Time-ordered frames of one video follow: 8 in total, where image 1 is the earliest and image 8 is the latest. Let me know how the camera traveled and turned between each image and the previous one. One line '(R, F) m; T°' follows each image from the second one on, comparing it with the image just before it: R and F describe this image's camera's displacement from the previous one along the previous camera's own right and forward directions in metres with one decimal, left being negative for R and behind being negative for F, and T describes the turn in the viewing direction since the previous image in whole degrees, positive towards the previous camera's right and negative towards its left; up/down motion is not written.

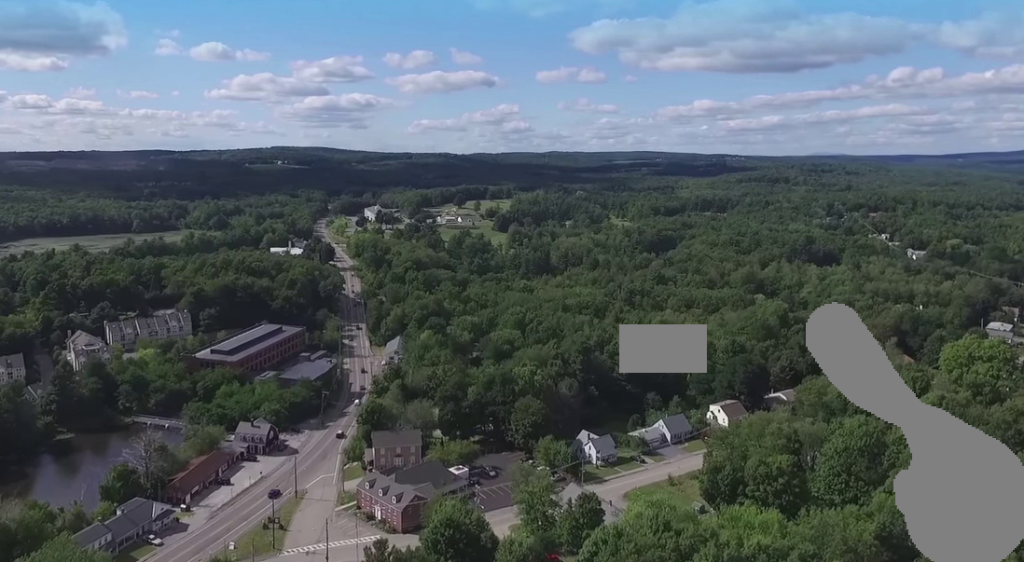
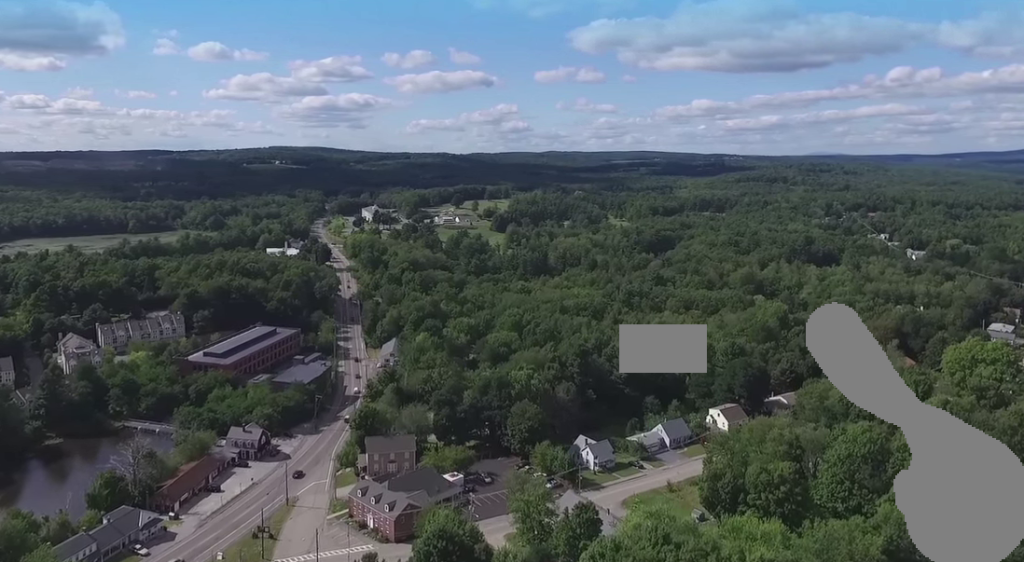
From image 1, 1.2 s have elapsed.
(0.0, +4.1) m; -1°
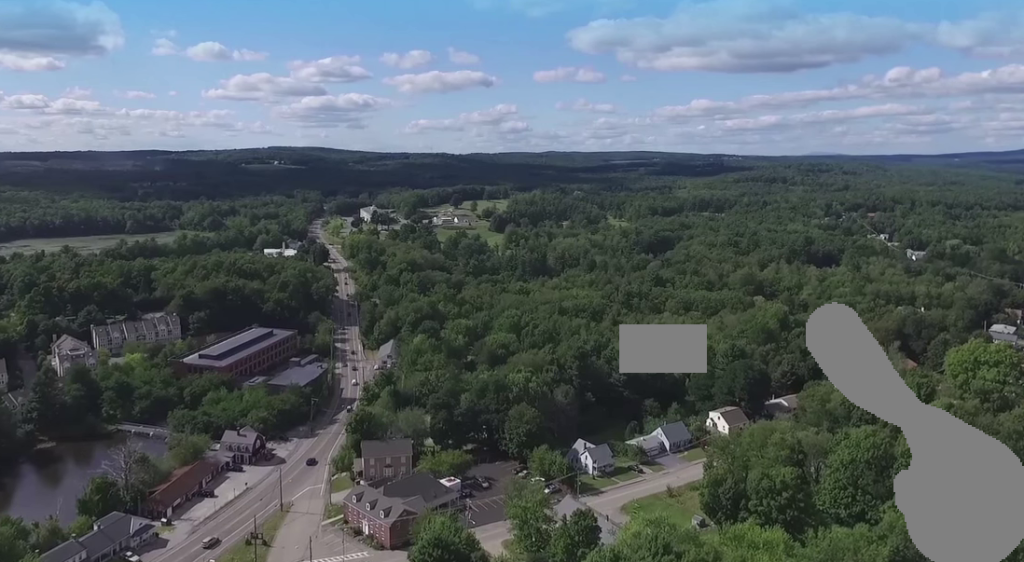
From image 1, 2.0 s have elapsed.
(0.0, +2.7) m; -1°
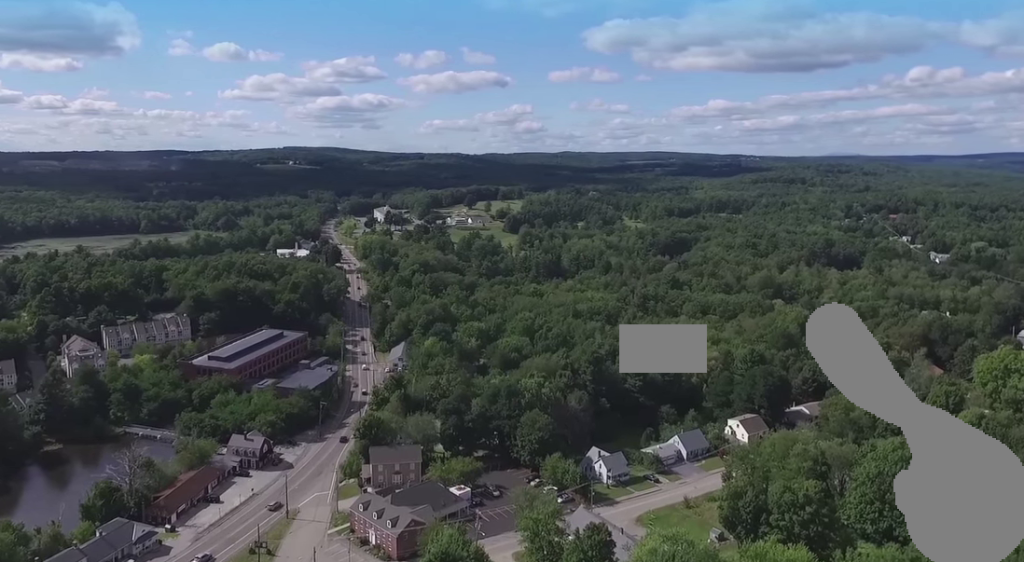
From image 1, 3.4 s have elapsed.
(-0.1, +4.6) m; -3°
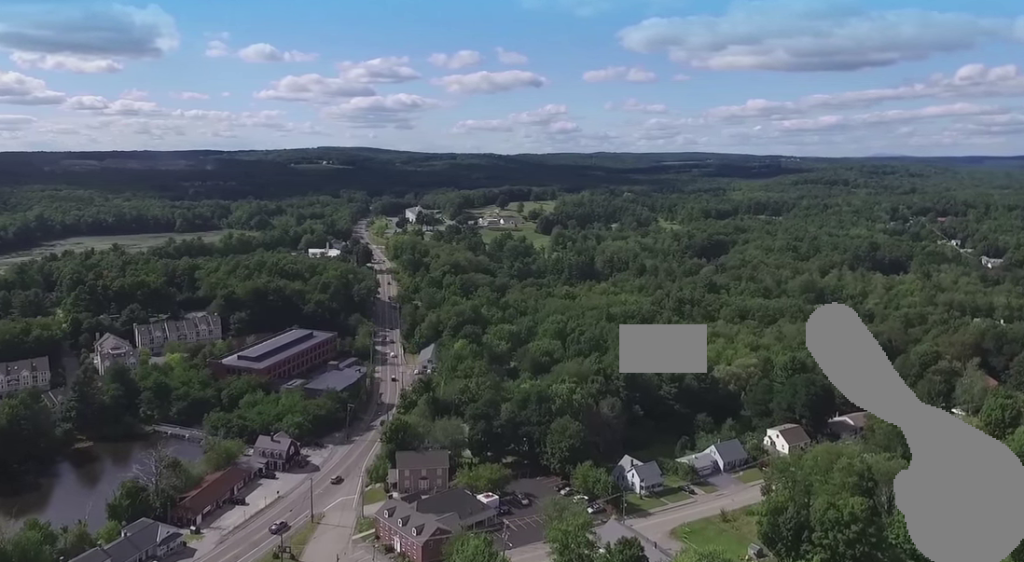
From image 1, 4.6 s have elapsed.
(-0.1, +4.1) m; -5°
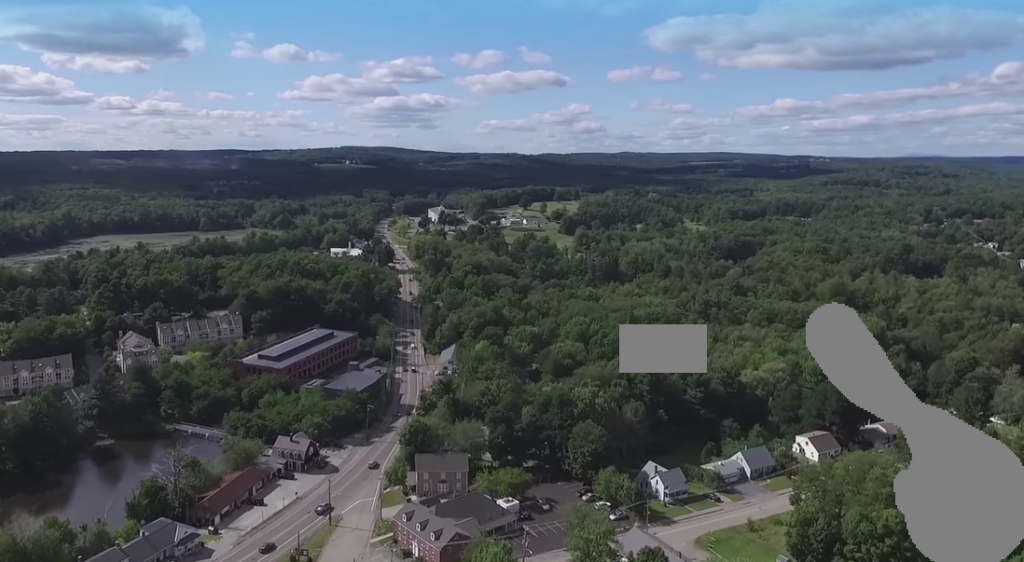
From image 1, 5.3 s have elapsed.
(-0.1, +2.7) m; -4°
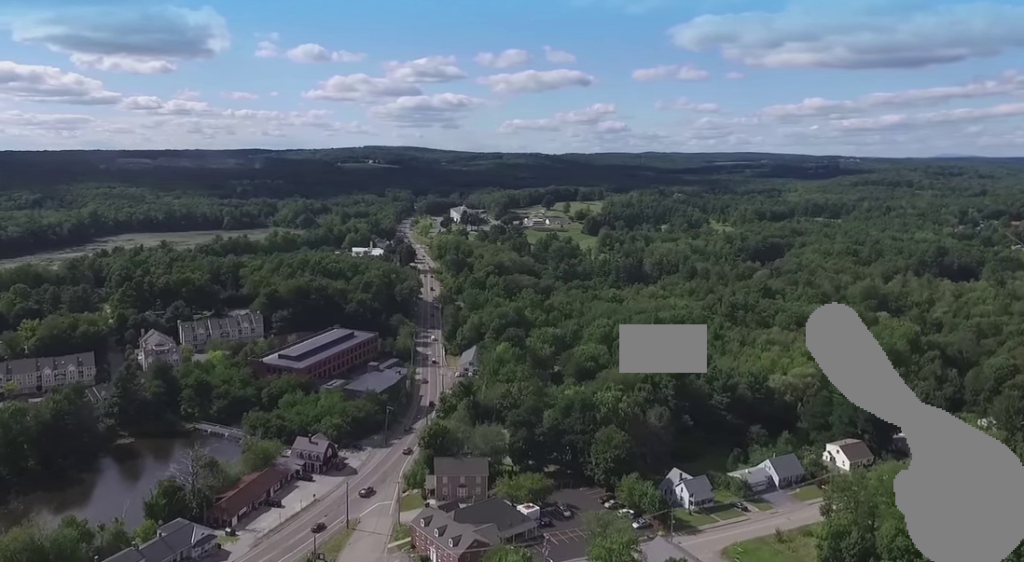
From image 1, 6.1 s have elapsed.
(-0.1, +3.0) m; -3°
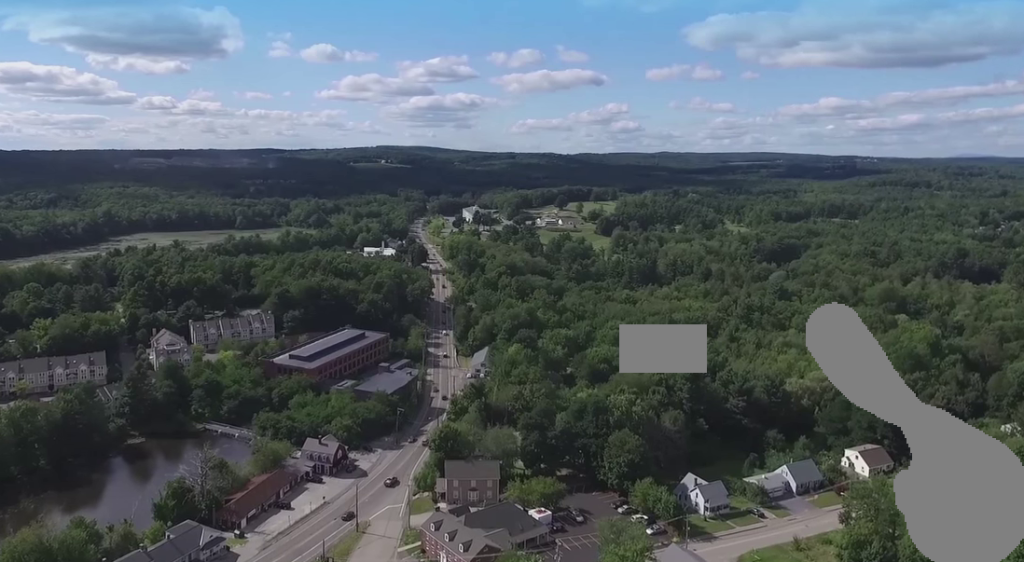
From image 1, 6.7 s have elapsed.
(-0.1, +2.1) m; -1°
